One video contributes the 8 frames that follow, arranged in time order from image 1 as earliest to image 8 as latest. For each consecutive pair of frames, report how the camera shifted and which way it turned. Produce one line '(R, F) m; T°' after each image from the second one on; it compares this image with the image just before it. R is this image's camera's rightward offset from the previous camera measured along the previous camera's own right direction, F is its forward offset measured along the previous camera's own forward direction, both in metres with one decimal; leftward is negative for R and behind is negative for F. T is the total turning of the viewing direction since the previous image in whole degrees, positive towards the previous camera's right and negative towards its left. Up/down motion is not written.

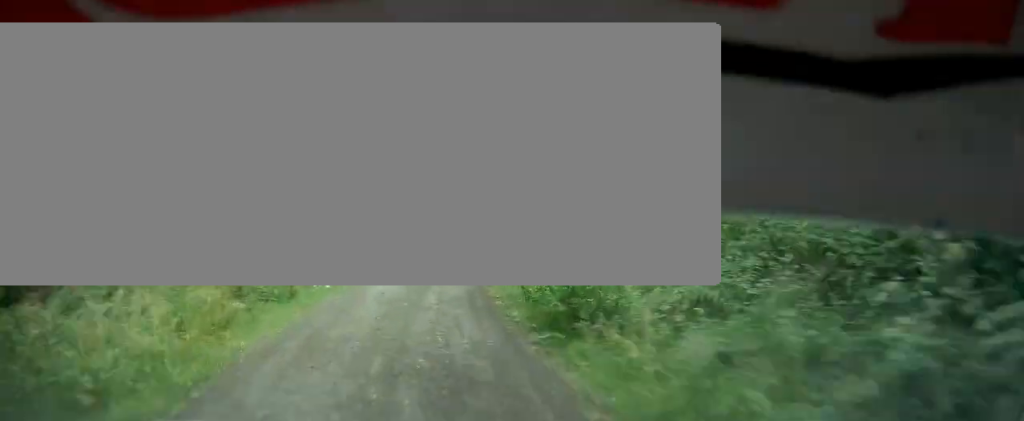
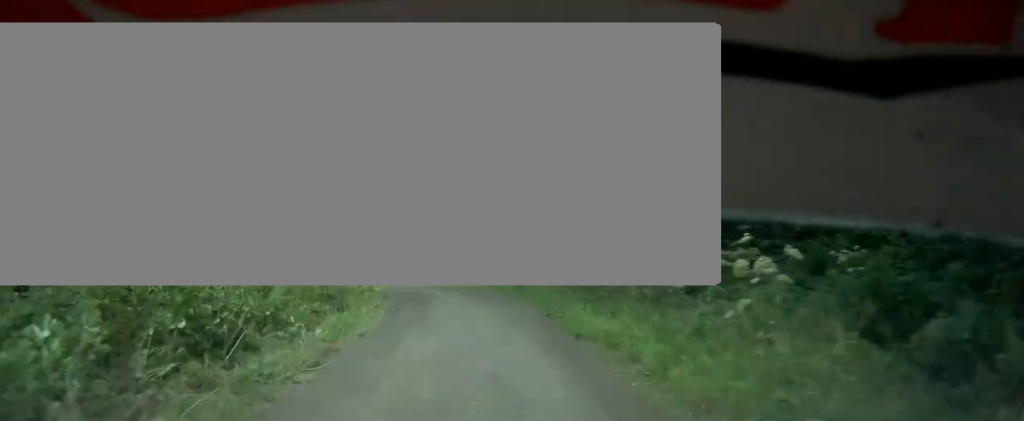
(-1.4, +23.2) m; -3°
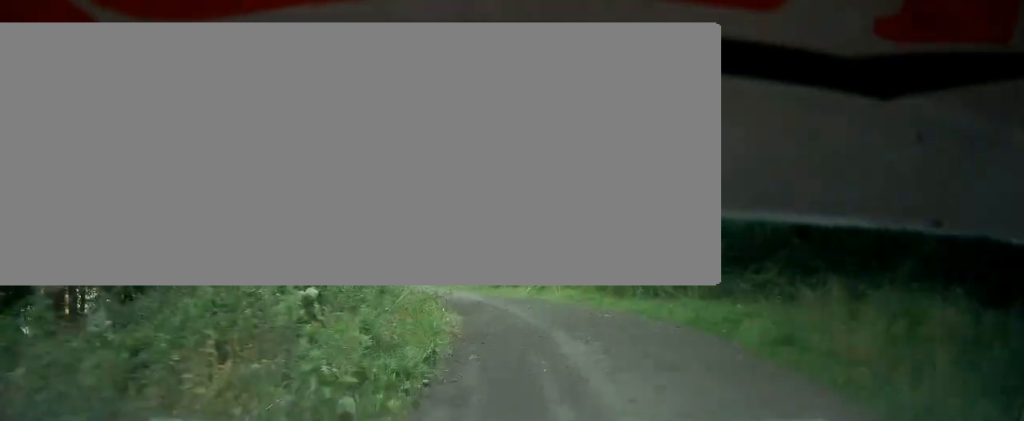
(+0.2, +12.6) m; 0°
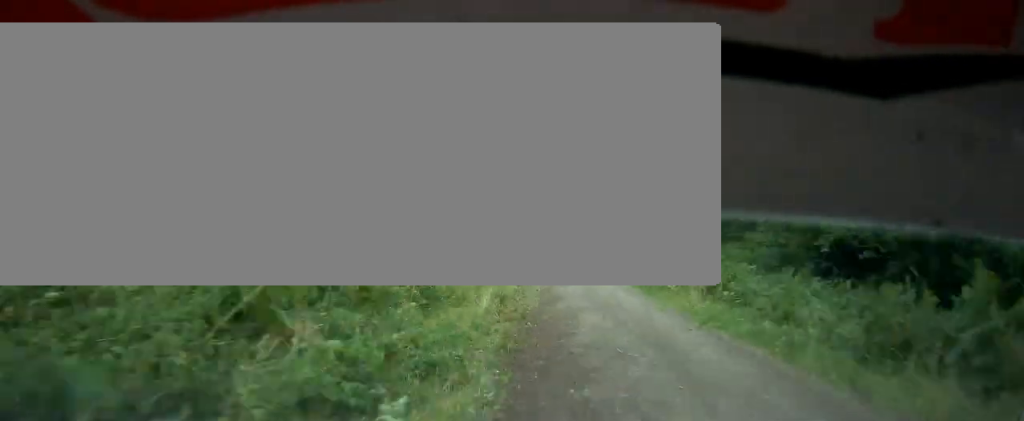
(-0.4, +23.5) m; +2°
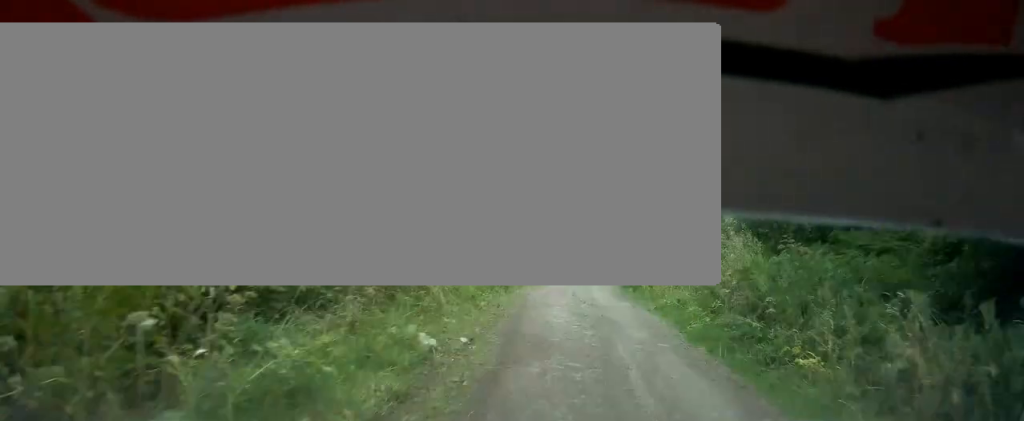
(+0.3, +9.1) m; +3°
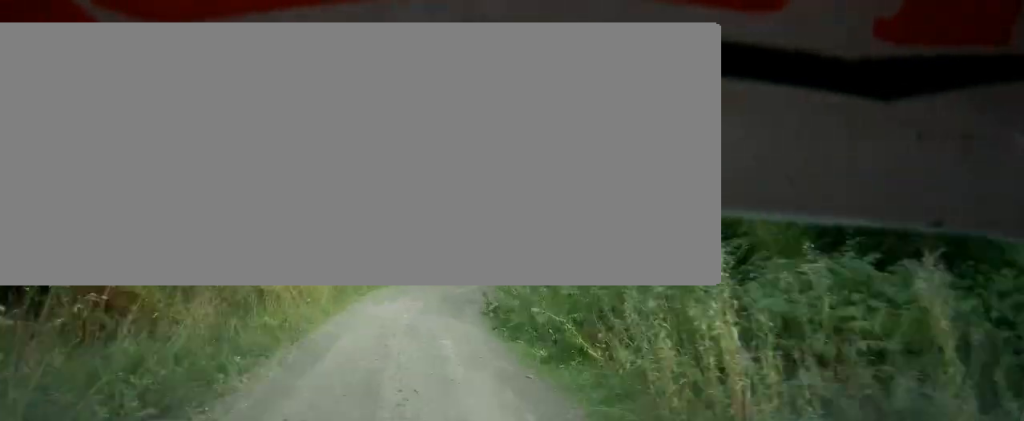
(+0.2, +11.8) m; +4°
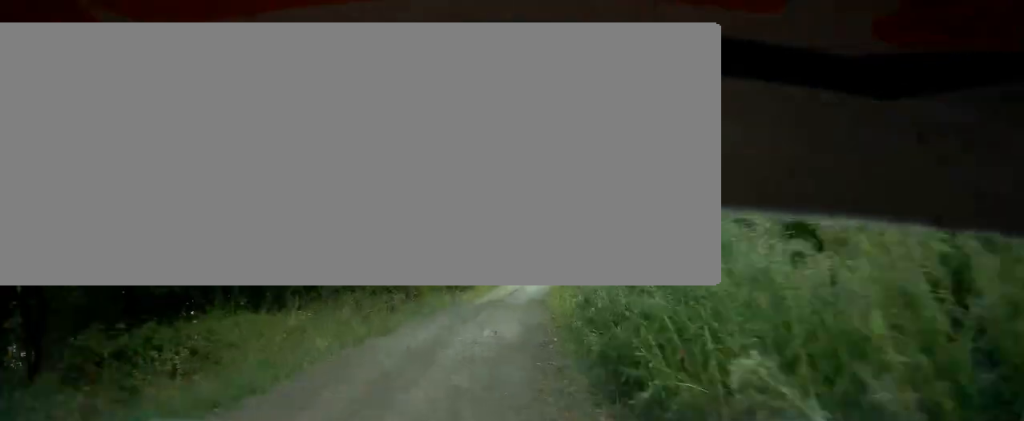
(+5.9, +36.1) m; +16°
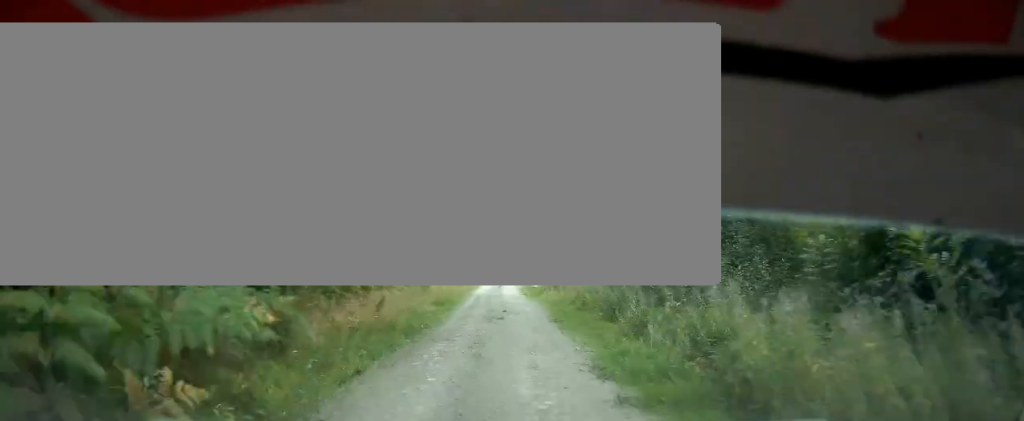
(+1.8, +28.8) m; +5°
